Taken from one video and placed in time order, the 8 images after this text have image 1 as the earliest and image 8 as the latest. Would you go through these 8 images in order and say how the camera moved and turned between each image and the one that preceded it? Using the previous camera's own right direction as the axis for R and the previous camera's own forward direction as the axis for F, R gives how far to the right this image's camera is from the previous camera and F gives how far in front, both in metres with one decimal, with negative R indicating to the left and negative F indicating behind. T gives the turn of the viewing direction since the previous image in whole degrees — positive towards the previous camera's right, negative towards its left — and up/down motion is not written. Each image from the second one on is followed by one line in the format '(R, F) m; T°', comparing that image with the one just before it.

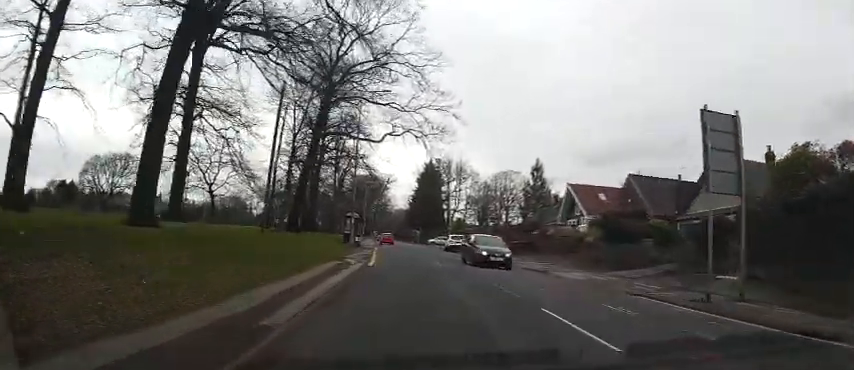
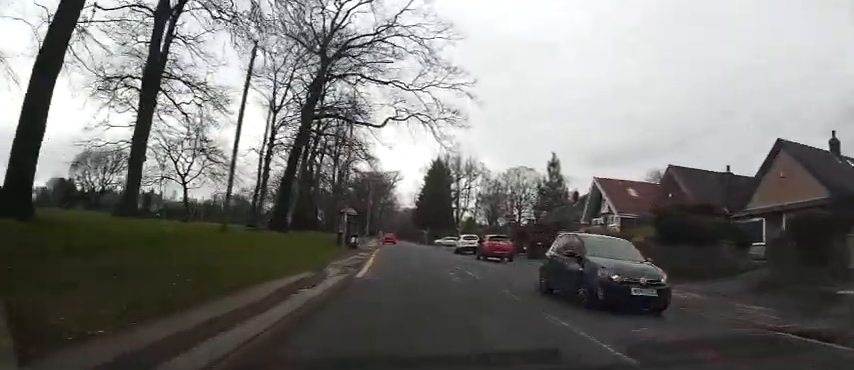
(+0.1, +5.7) m; +1°
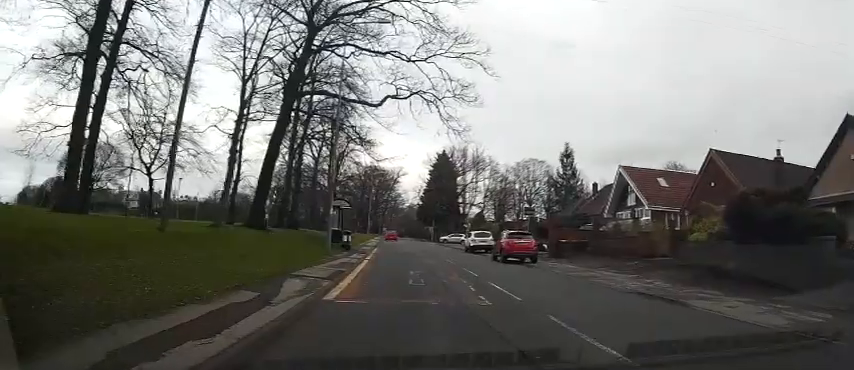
(0.0, +5.3) m; 0°
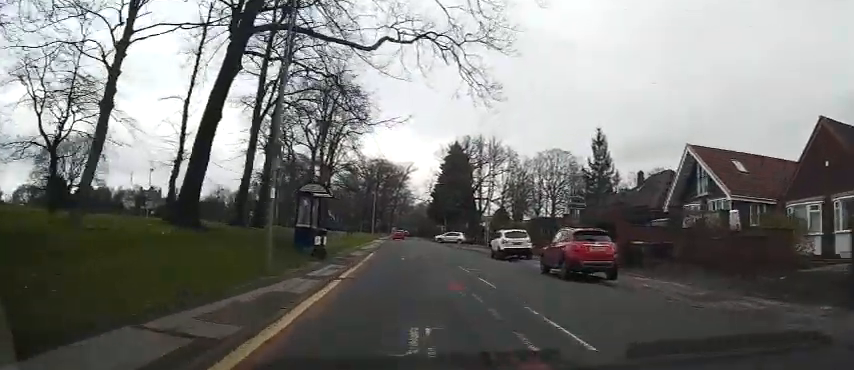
(+0.1, +10.4) m; -1°
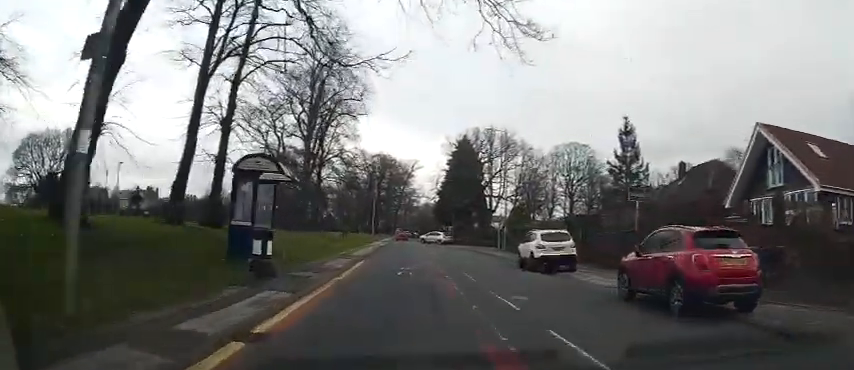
(-0.2, +7.6) m; -2°
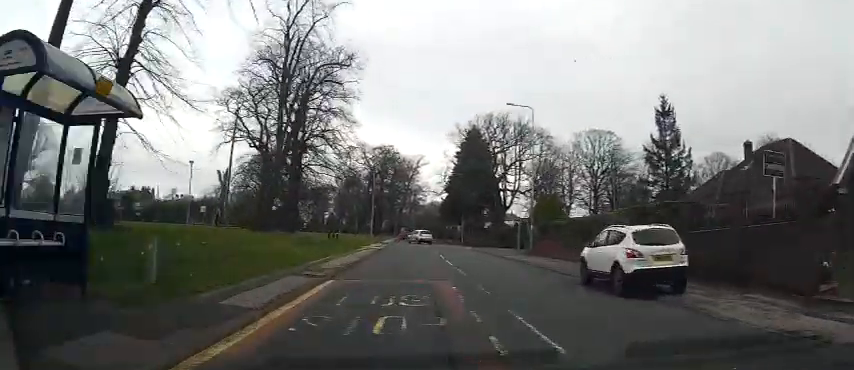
(-0.1, +8.5) m; -2°
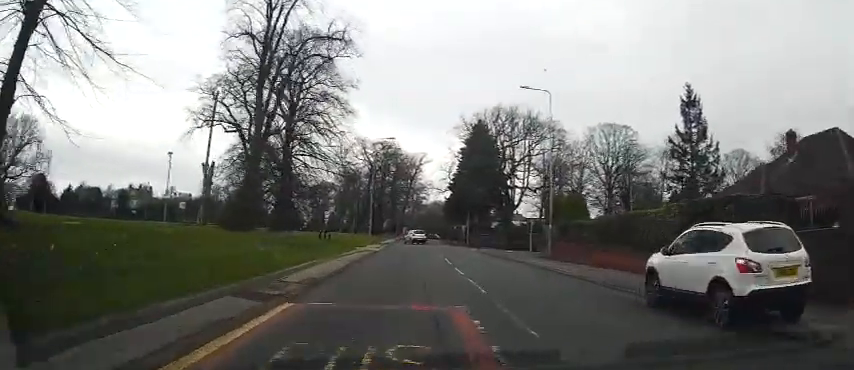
(-0.1, +4.3) m; 0°
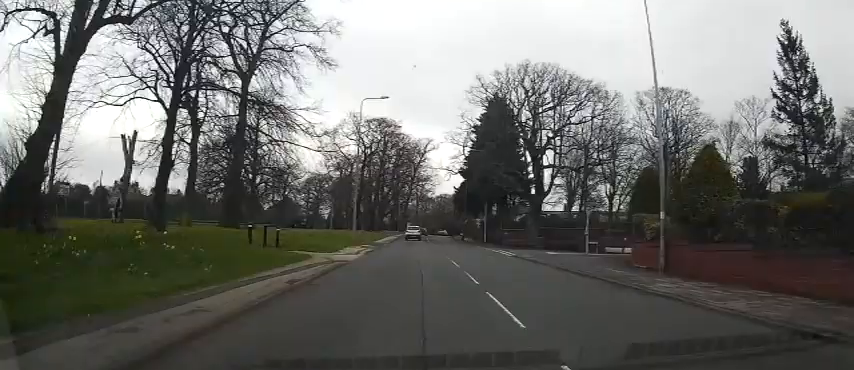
(+0.1, +14.5) m; 0°
